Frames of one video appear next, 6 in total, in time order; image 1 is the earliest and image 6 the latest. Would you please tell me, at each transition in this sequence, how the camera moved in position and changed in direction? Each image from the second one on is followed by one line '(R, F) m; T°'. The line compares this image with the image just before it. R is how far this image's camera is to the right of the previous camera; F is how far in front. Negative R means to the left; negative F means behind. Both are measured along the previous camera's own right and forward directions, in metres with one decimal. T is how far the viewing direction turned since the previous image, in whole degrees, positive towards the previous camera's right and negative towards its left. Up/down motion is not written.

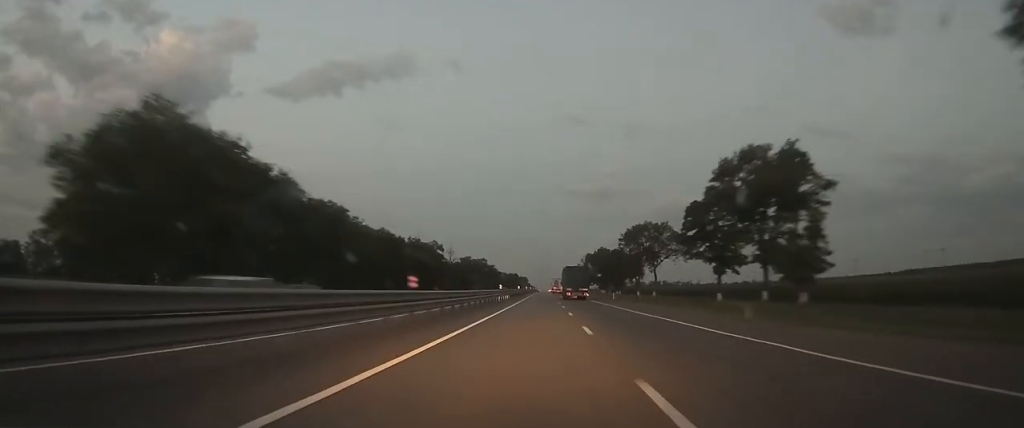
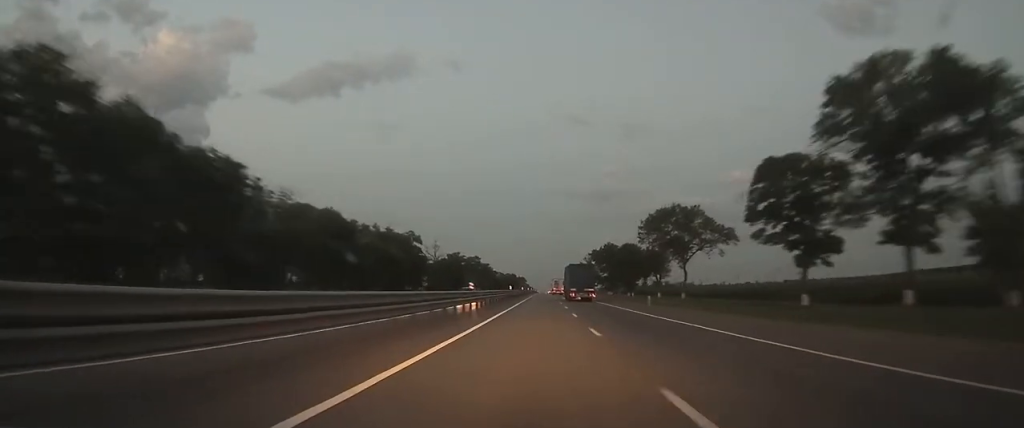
(0.0, +24.4) m; 0°
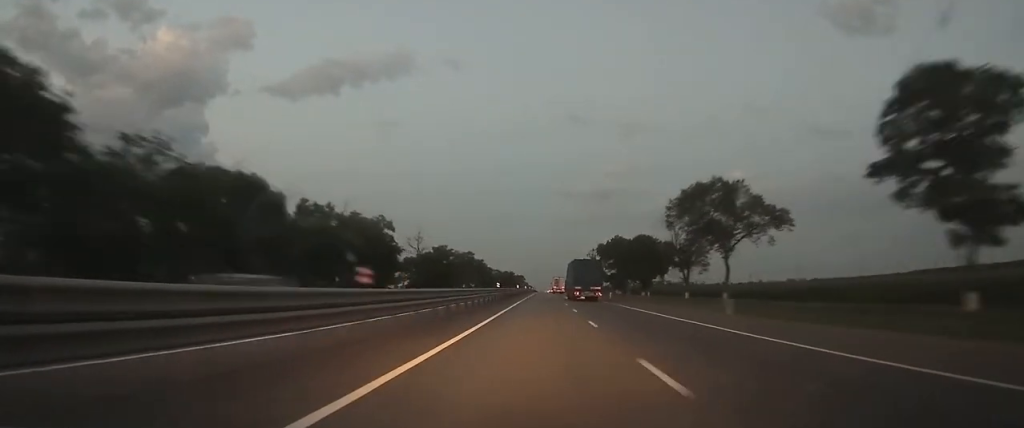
(+0.1, +21.0) m; 0°
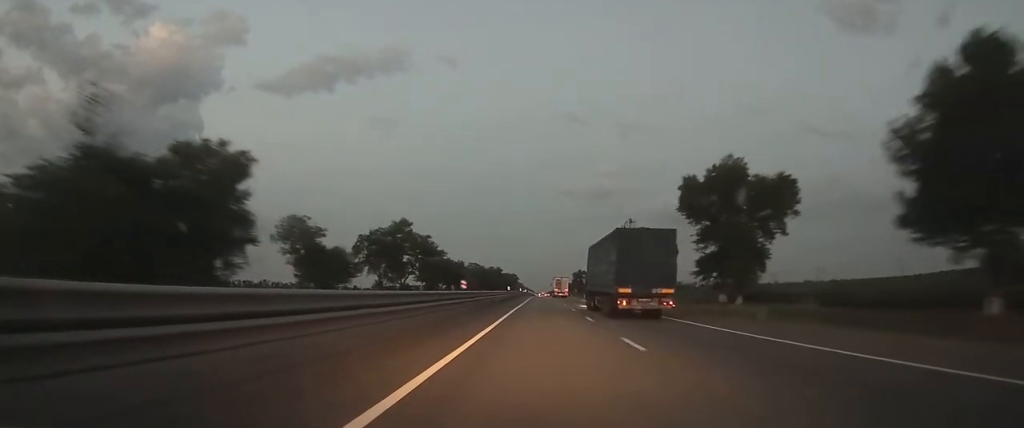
(+0.2, +102.7) m; 0°
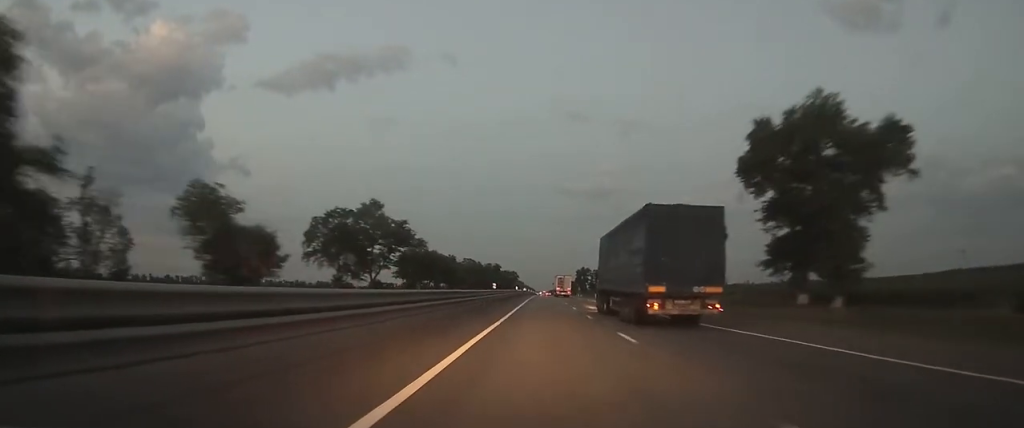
(0.0, +22.6) m; 0°
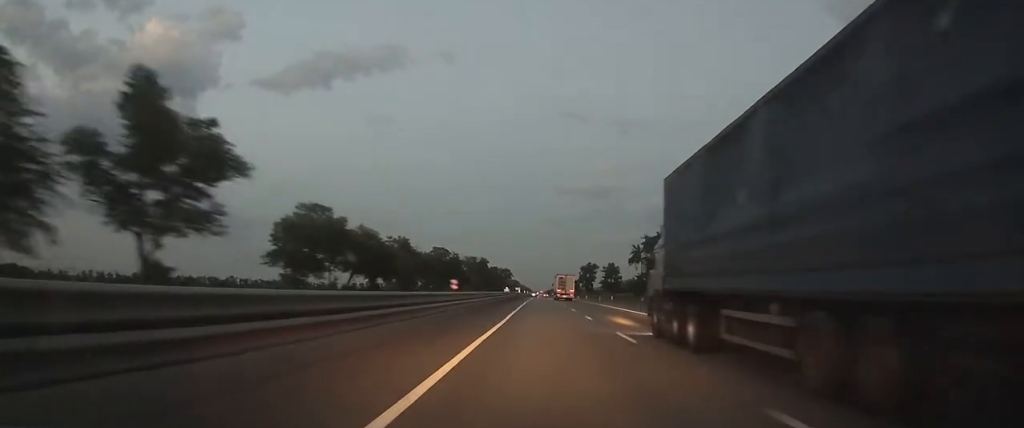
(+0.2, +59.4) m; 0°
